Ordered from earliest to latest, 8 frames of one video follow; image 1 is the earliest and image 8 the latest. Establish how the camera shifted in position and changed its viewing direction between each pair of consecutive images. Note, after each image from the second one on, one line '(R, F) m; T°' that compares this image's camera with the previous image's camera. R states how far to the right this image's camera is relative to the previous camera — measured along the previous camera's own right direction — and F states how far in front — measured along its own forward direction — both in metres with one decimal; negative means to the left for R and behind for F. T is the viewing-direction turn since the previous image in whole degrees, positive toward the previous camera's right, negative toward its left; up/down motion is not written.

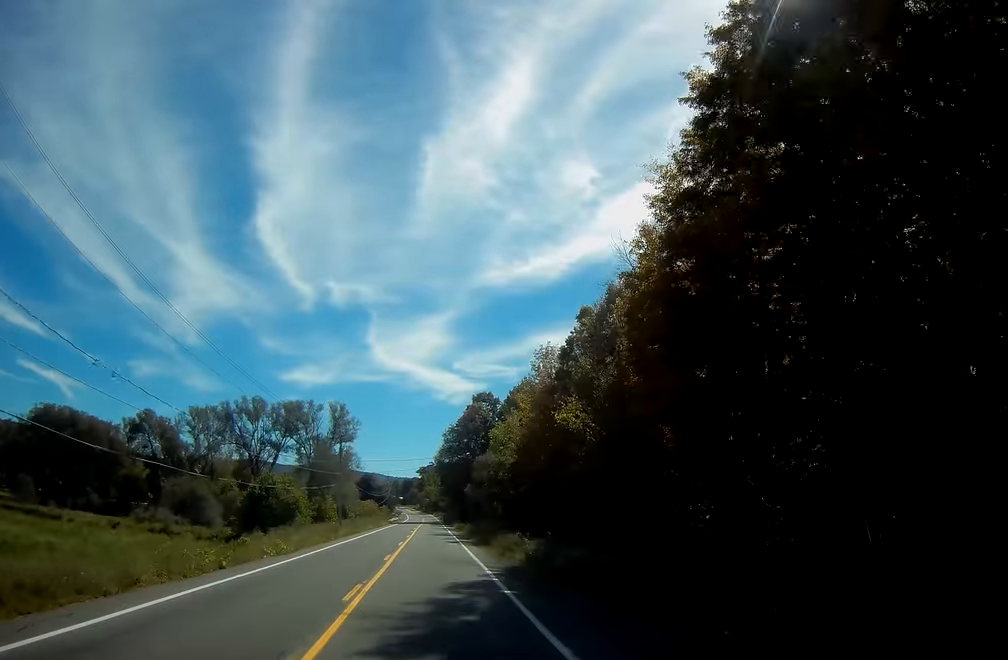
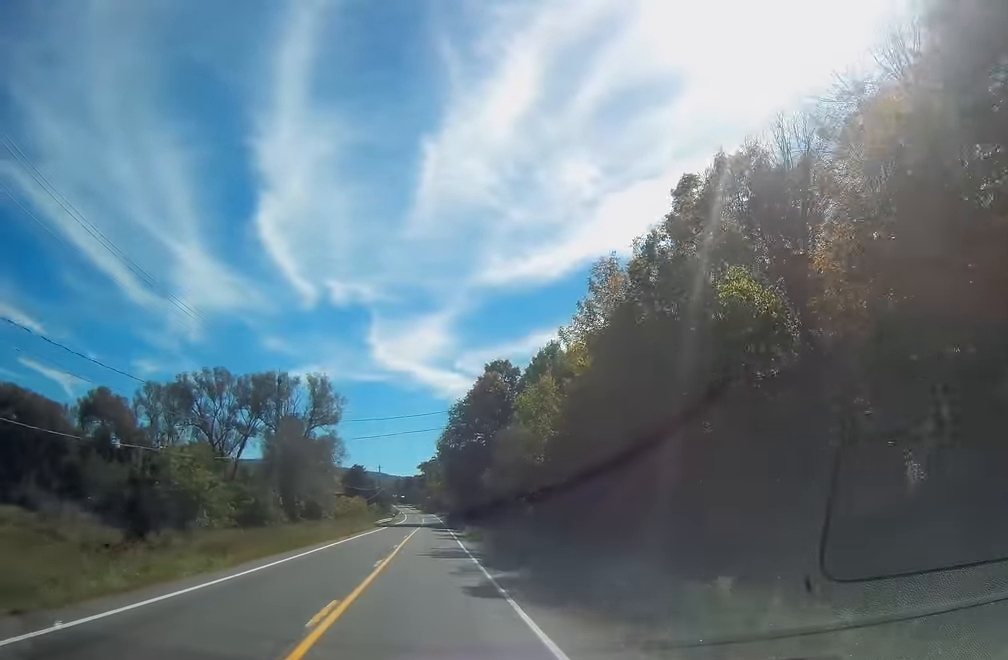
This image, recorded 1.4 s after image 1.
(+0.2, +27.9) m; +1°
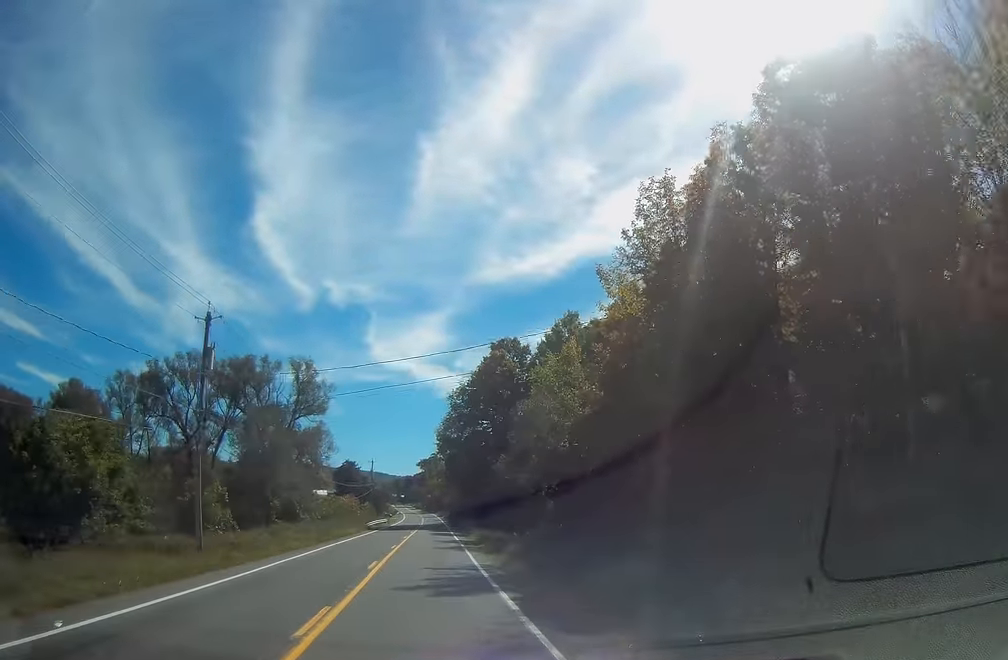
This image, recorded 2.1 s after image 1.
(0.0, +13.2) m; 0°
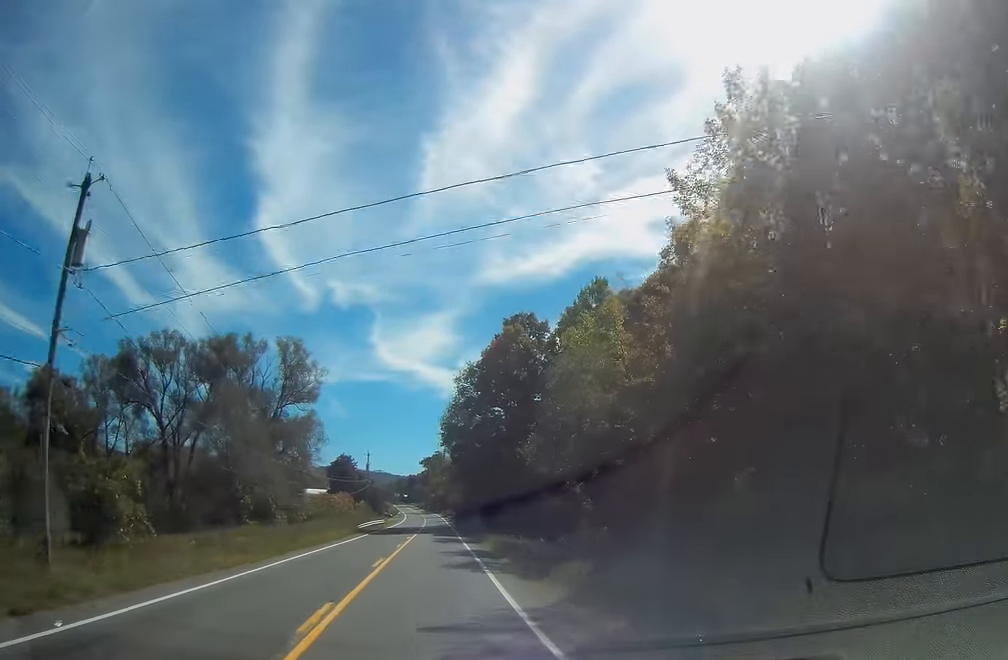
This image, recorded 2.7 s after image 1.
(0.0, +11.9) m; 0°
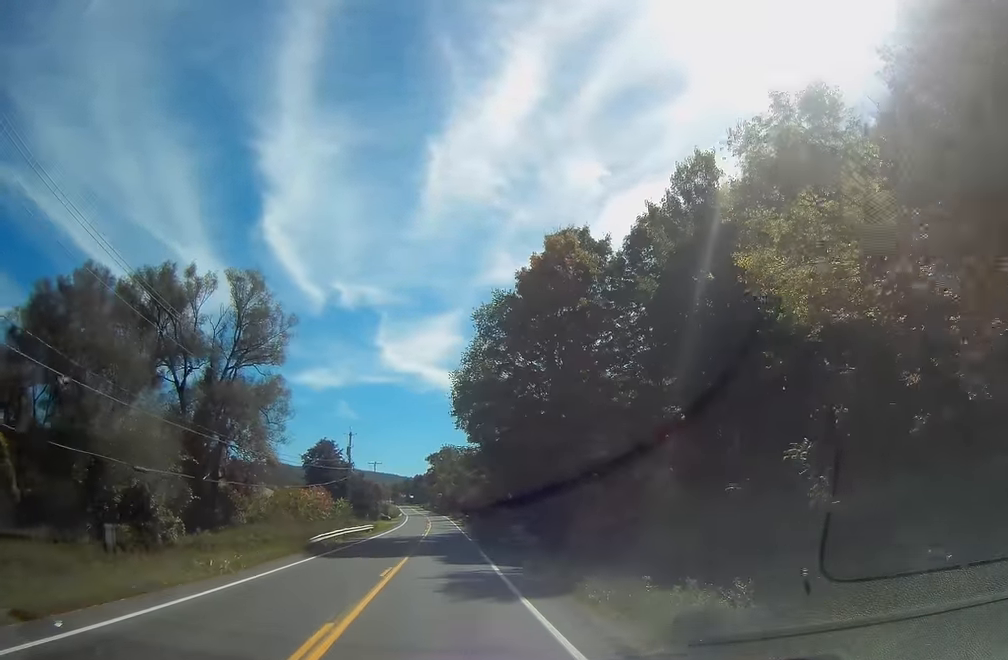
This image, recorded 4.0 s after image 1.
(-0.4, +26.5) m; -1°
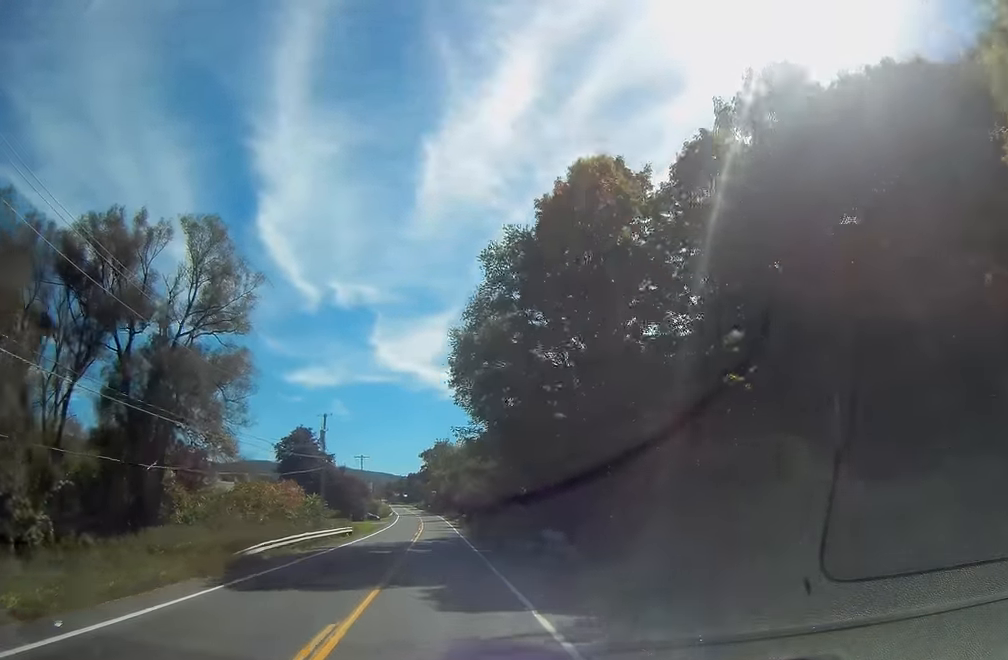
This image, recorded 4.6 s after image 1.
(-0.1, +12.3) m; 0°
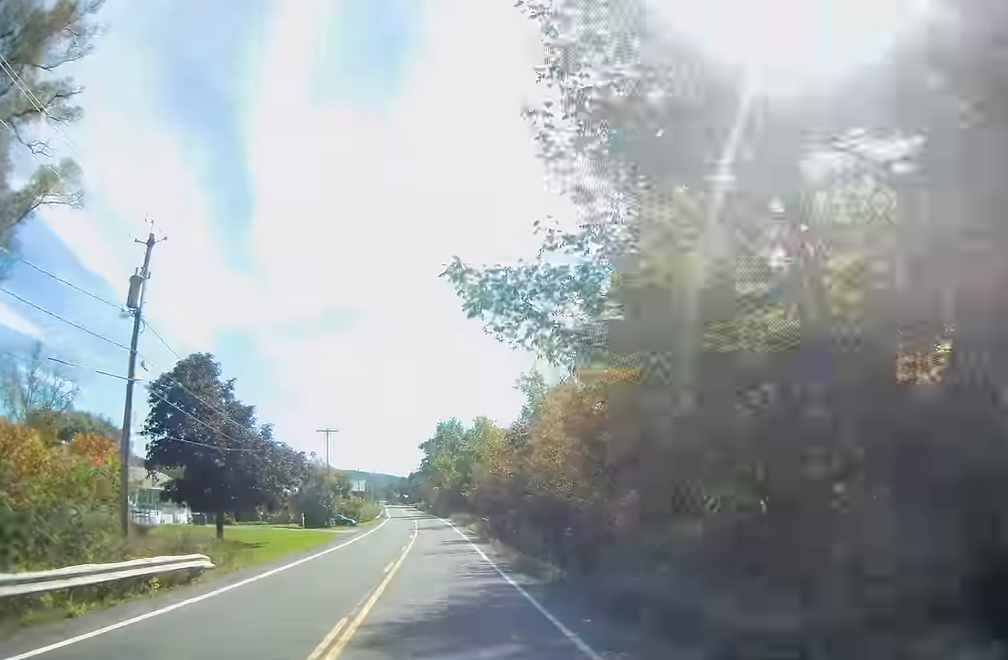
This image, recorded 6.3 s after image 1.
(0.0, +36.0) m; 0°
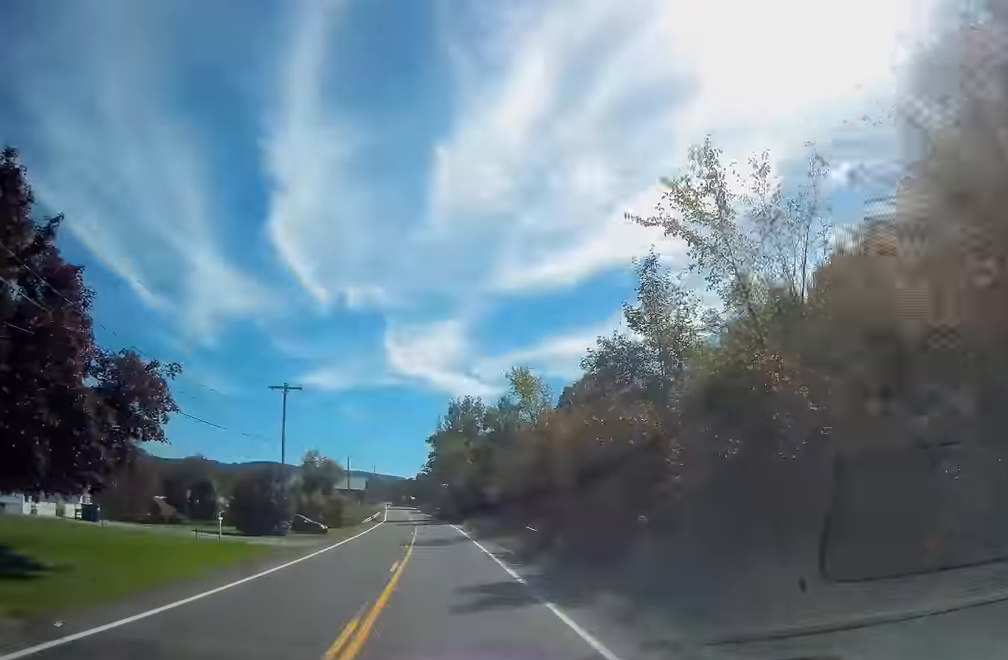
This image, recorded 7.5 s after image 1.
(0.0, +24.6) m; 0°
